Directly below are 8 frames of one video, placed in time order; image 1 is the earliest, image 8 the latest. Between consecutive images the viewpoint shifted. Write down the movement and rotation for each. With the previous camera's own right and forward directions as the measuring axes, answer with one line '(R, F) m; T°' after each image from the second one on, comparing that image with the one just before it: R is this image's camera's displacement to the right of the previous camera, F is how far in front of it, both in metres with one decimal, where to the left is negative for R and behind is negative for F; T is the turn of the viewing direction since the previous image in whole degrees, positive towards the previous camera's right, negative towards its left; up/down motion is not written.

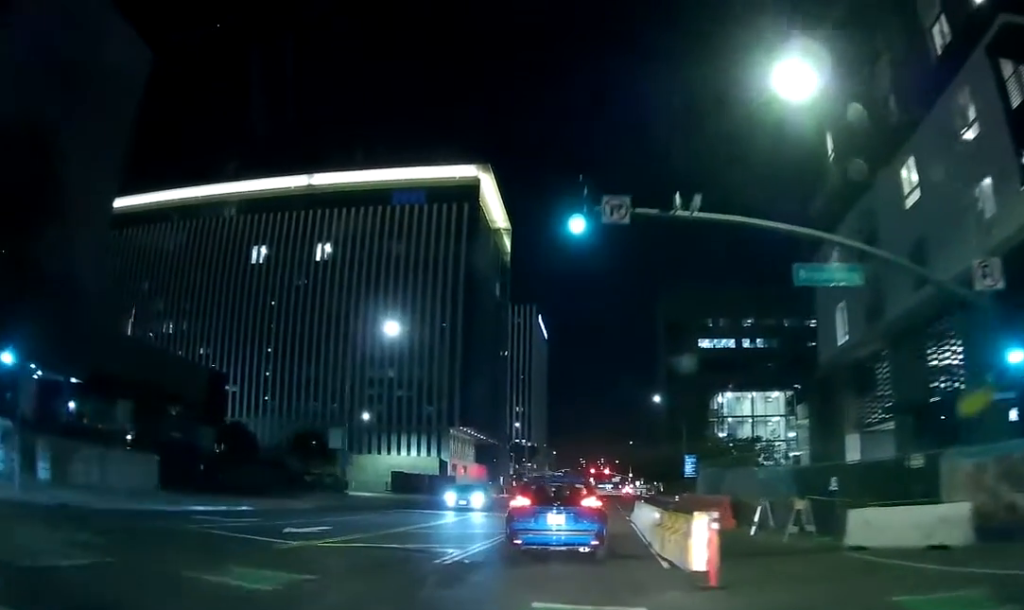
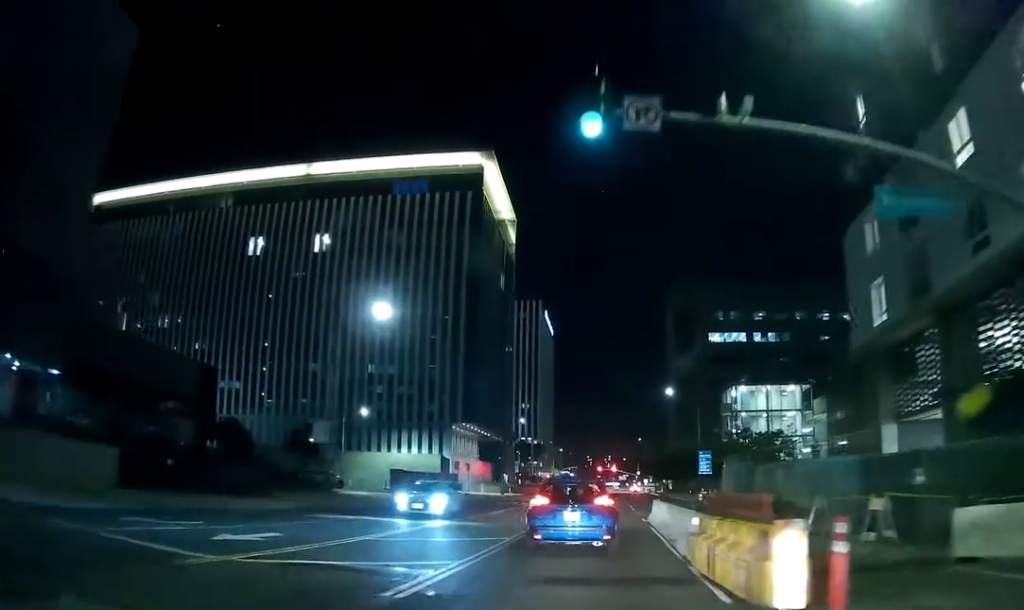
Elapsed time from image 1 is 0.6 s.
(-0.2, +3.3) m; +1°
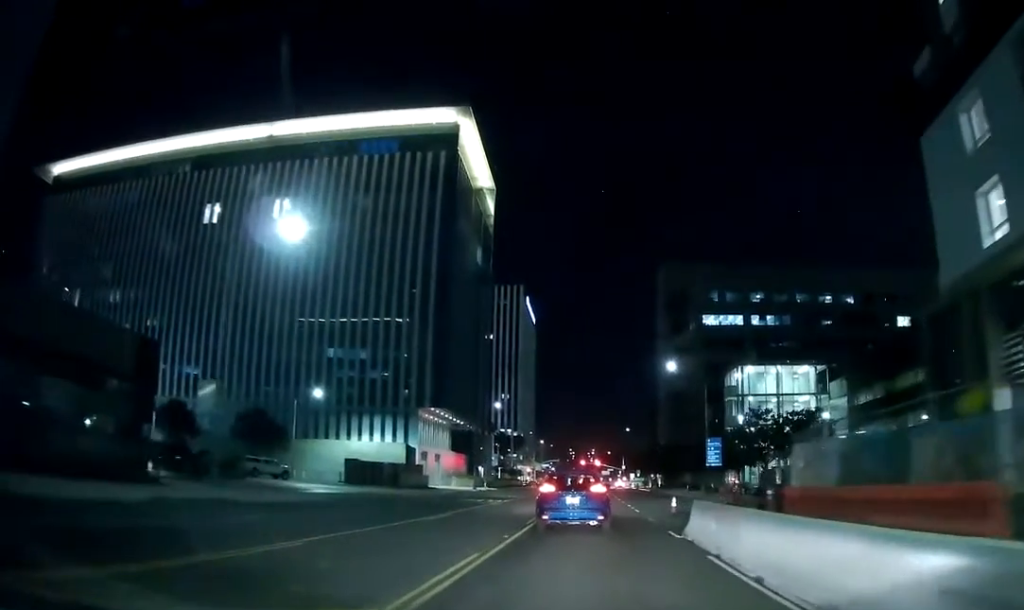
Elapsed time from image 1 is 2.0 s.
(+0.5, +13.7) m; +2°
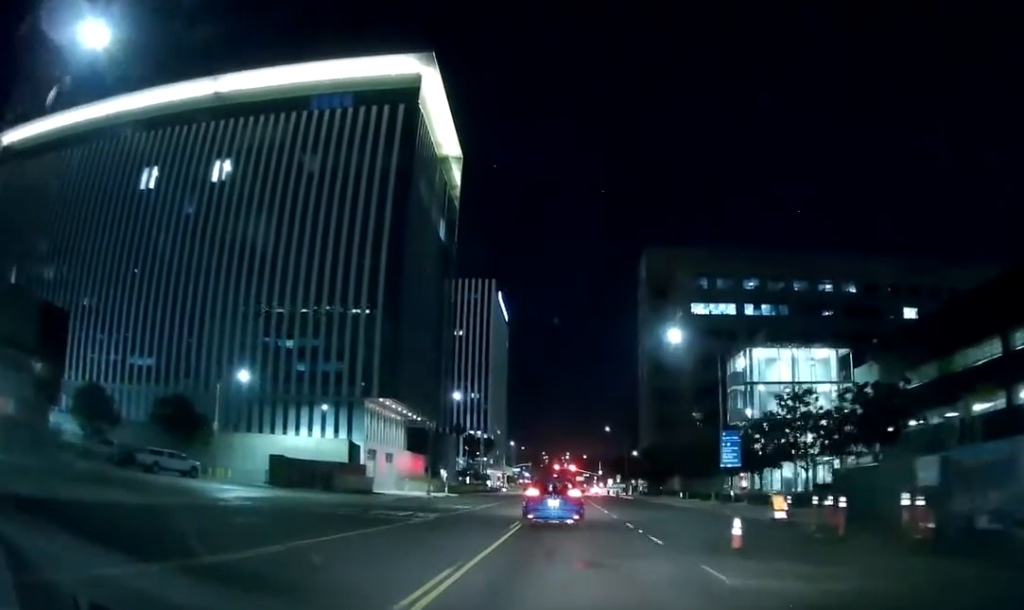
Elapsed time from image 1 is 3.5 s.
(+0.4, +15.7) m; 0°
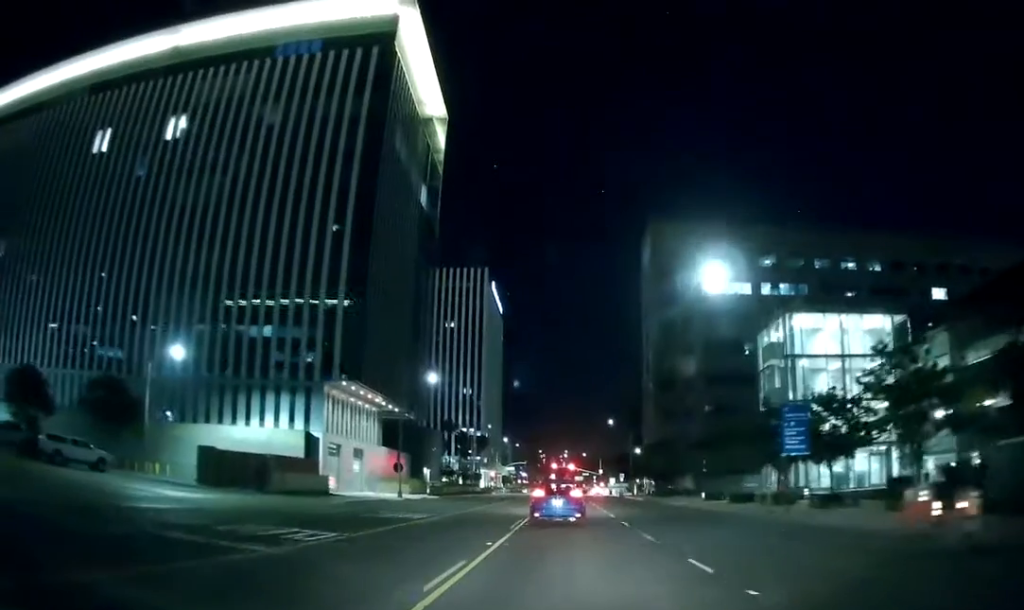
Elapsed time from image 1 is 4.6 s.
(-0.6, +14.3) m; +1°
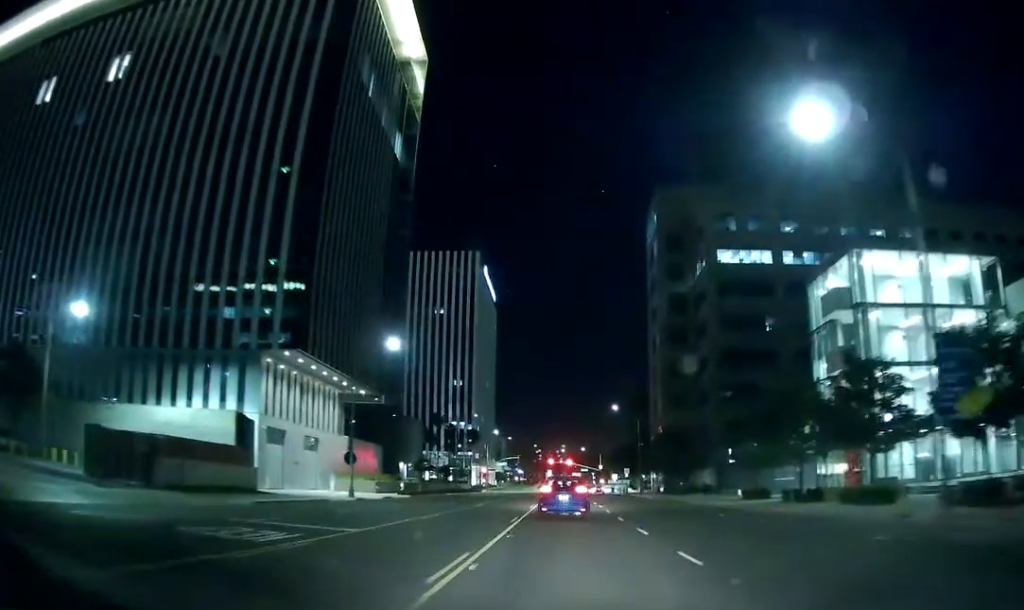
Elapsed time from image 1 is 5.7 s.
(+0.8, +15.1) m; +3°
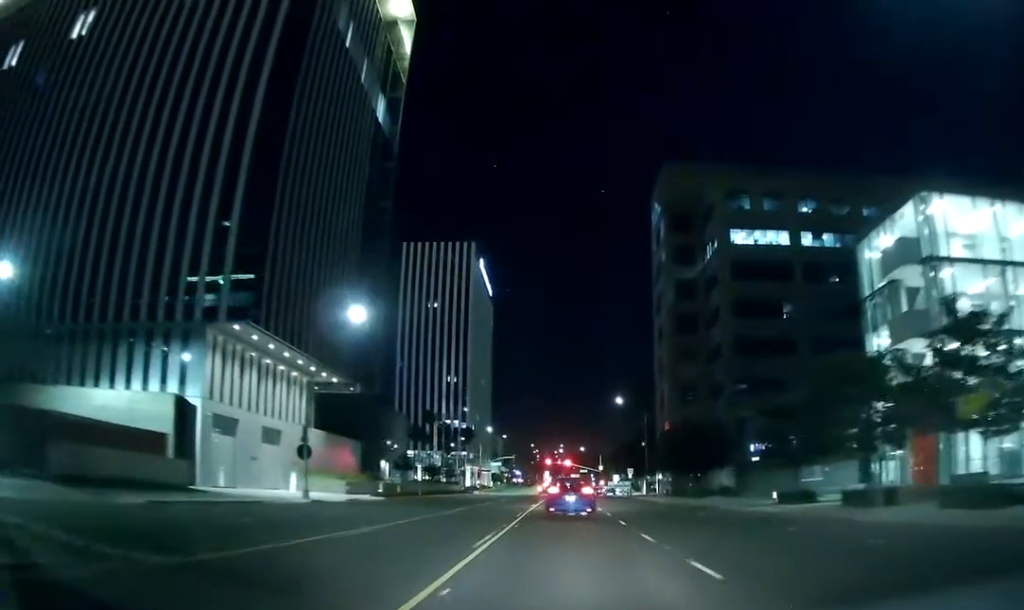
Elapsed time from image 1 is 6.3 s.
(0.0, +9.1) m; 0°
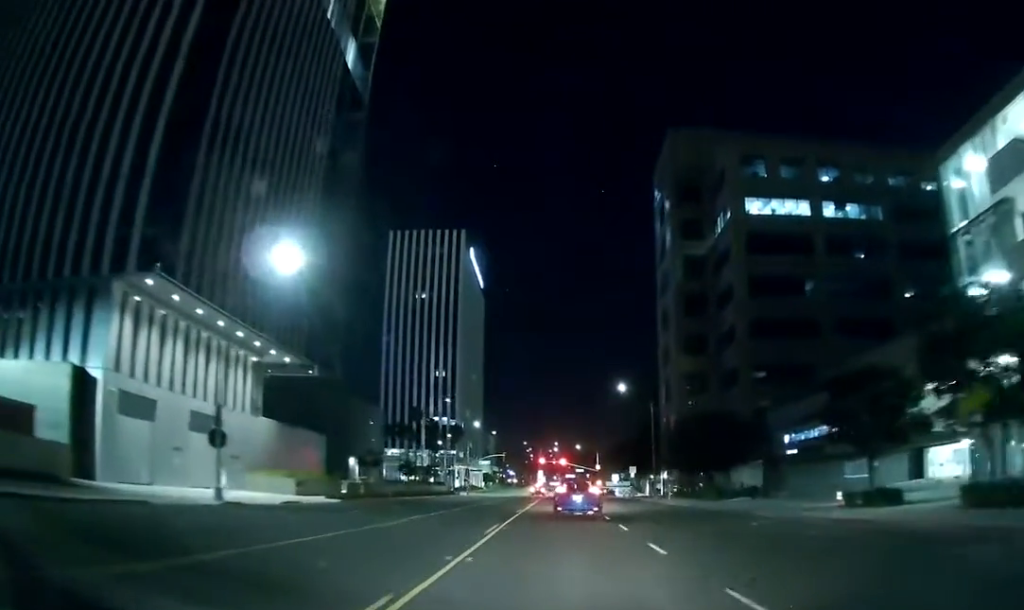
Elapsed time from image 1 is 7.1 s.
(0.0, +11.4) m; +2°
